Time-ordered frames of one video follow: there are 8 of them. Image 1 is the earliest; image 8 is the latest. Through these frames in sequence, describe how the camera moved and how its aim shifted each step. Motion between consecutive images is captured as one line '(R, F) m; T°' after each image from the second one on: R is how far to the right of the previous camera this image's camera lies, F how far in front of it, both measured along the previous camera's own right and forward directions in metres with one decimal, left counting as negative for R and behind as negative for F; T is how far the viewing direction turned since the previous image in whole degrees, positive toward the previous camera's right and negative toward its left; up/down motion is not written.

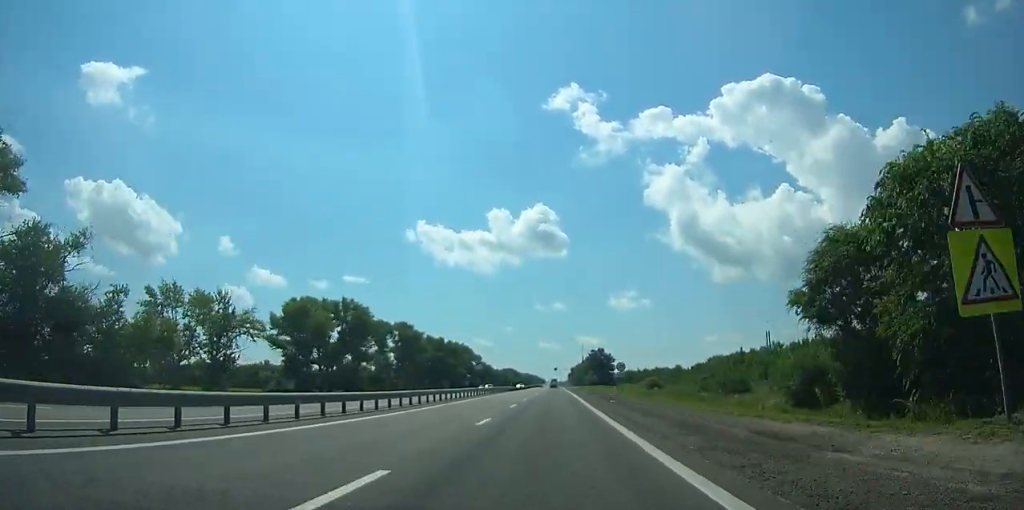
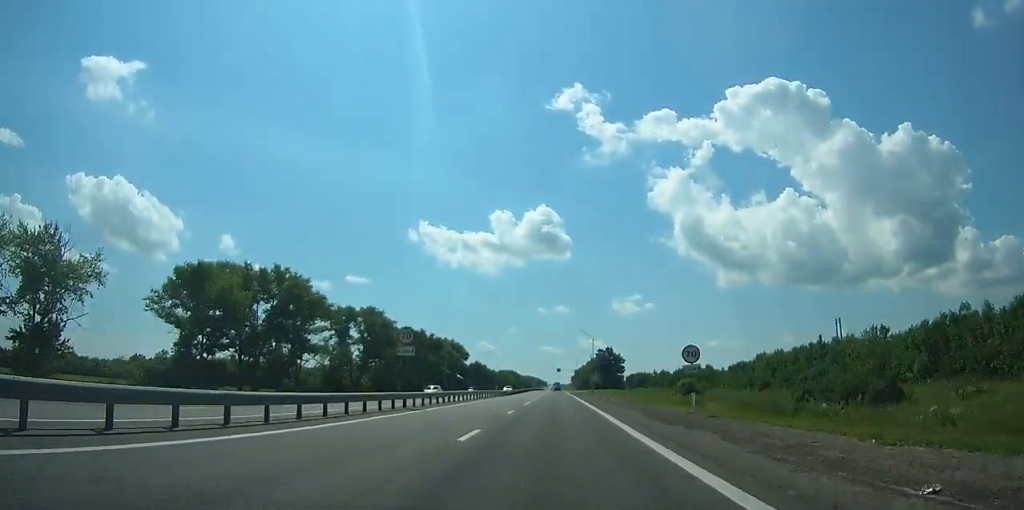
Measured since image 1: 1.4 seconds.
(0.0, +29.0) m; 0°
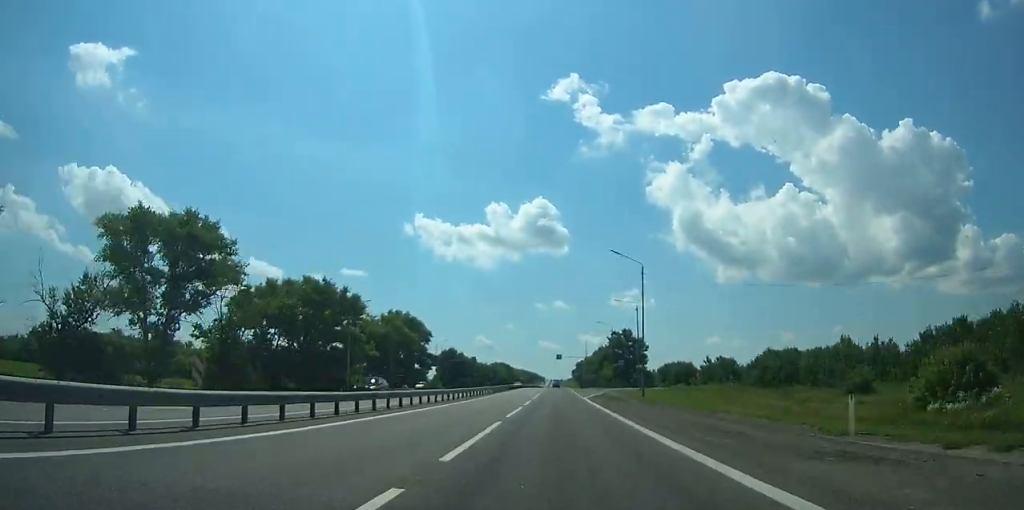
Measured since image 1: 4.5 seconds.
(+0.2, +60.5) m; +1°
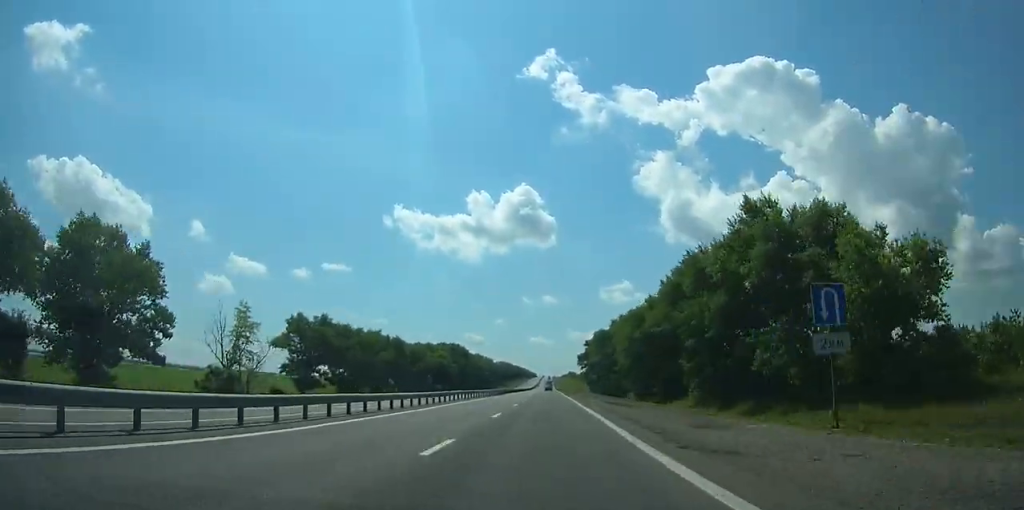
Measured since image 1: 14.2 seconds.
(-3.1, +184.3) m; -1°
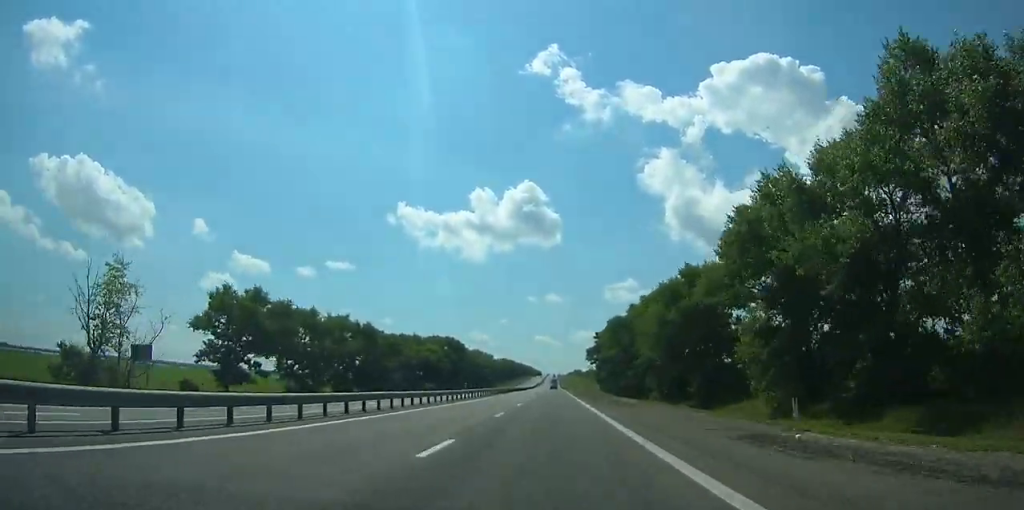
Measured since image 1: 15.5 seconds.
(-0.1, +26.5) m; 0°
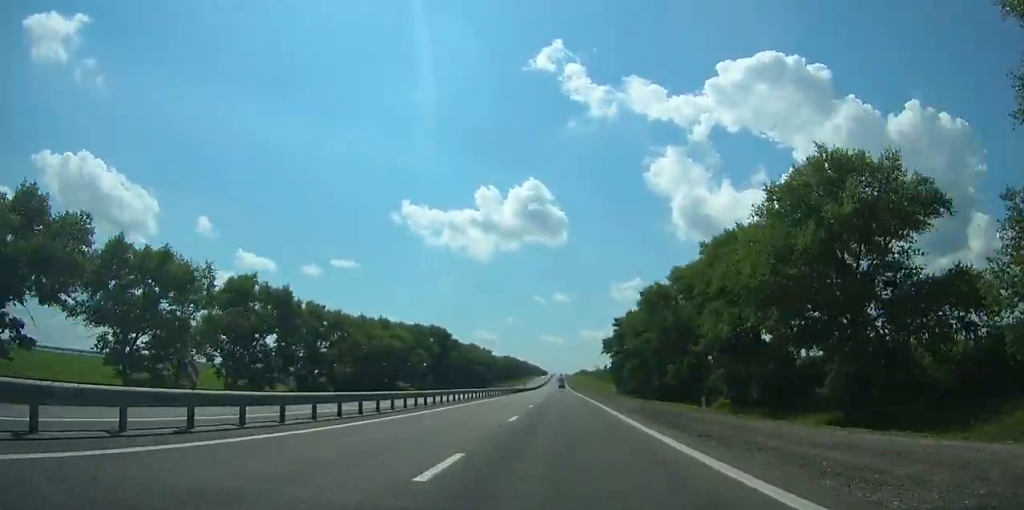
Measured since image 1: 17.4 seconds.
(-0.1, +39.6) m; 0°
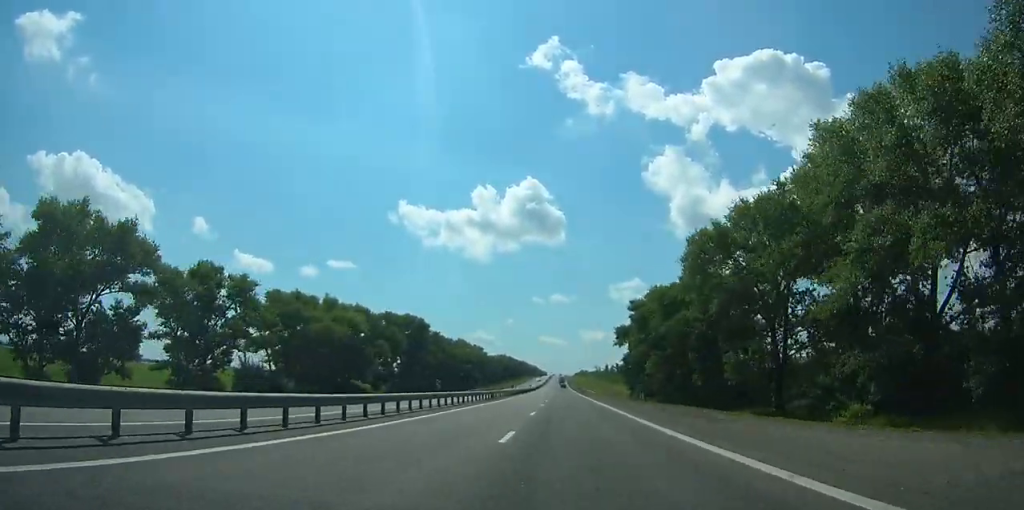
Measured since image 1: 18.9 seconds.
(-0.1, +31.8) m; 0°
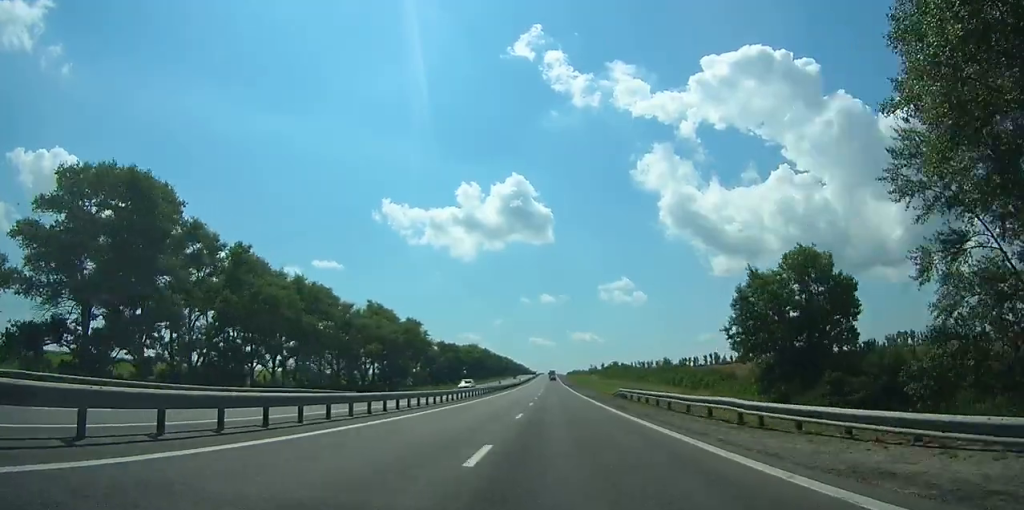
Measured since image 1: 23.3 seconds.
(+0.5, +99.8) m; 0°
